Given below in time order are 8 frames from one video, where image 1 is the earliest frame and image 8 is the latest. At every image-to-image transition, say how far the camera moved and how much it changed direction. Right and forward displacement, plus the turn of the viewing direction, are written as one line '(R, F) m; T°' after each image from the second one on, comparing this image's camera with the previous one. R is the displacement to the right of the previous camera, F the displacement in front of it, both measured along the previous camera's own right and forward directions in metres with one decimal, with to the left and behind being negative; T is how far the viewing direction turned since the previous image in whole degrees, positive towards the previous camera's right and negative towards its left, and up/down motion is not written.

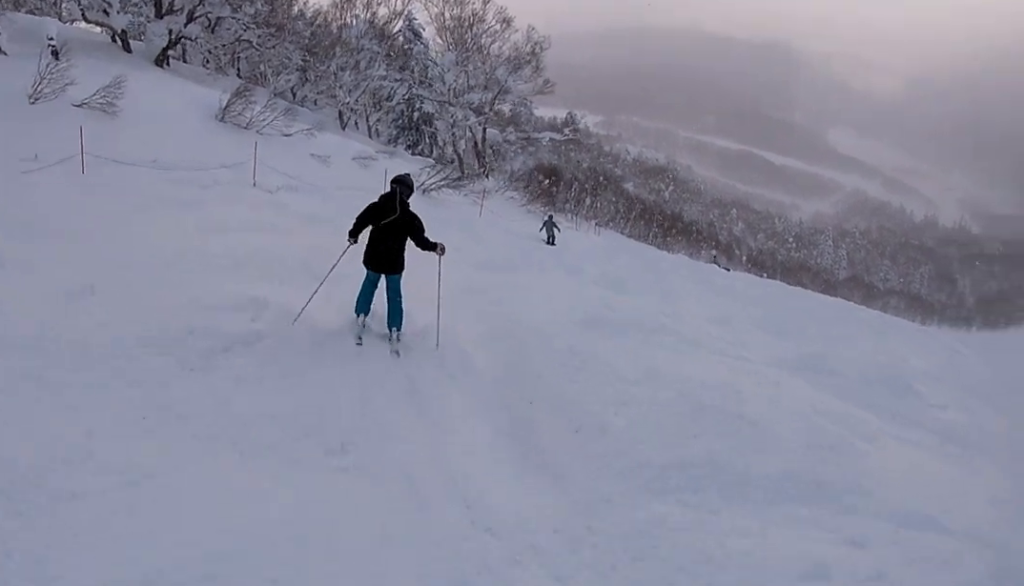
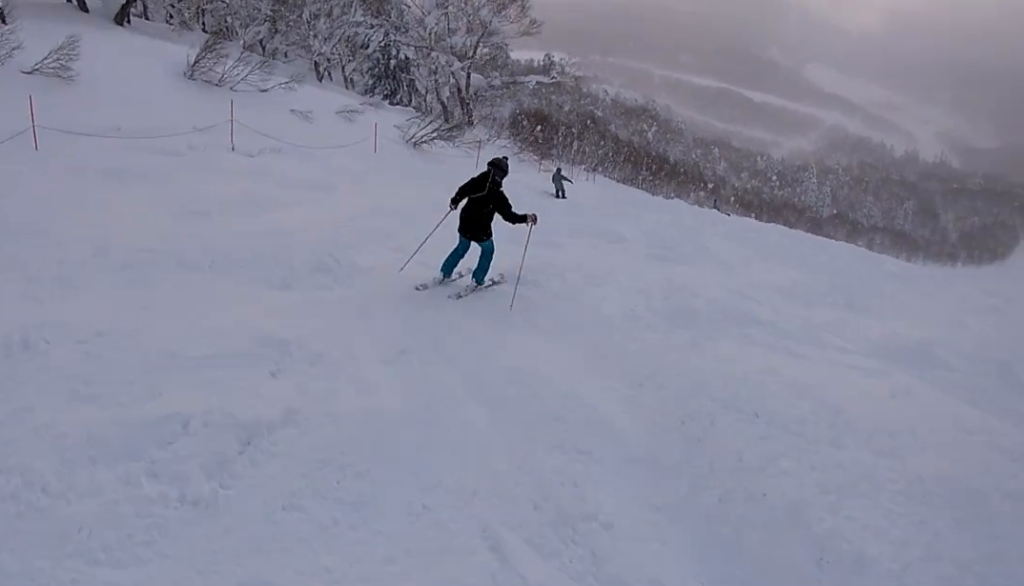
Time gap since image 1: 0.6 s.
(0.0, +2.2) m; +17°
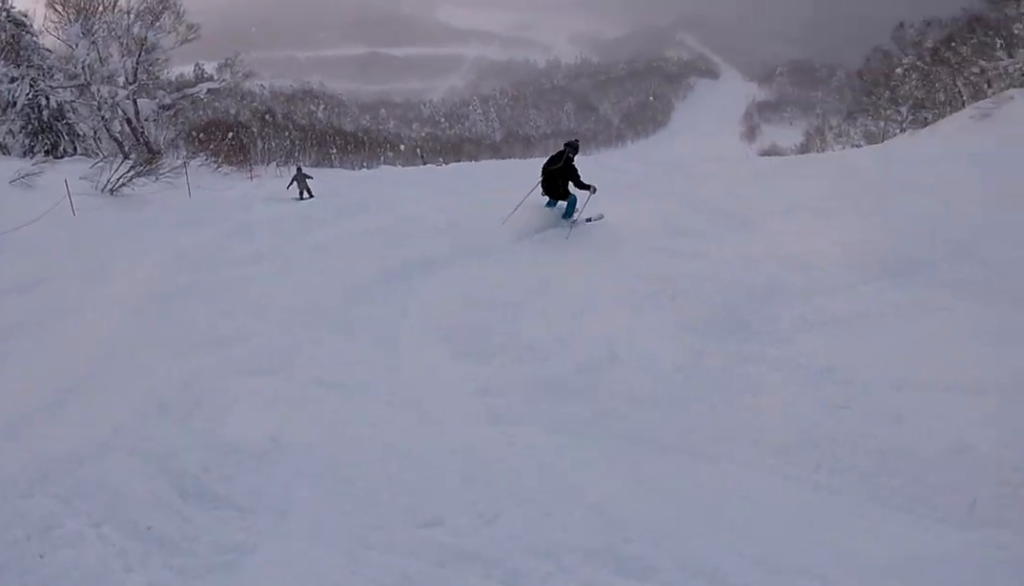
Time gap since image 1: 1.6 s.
(+1.8, +3.9) m; +49°
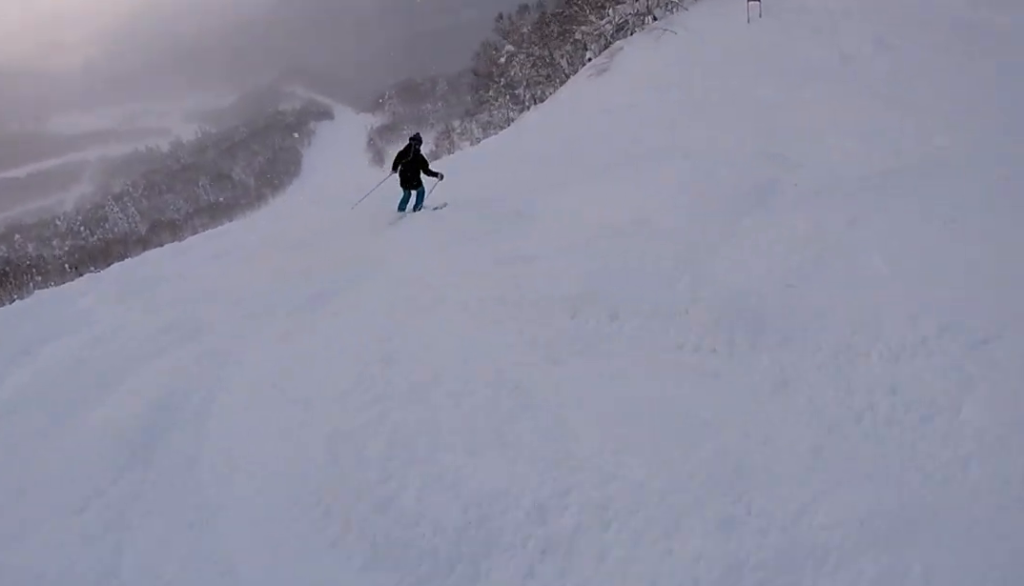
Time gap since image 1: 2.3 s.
(+0.9, +3.1) m; +23°
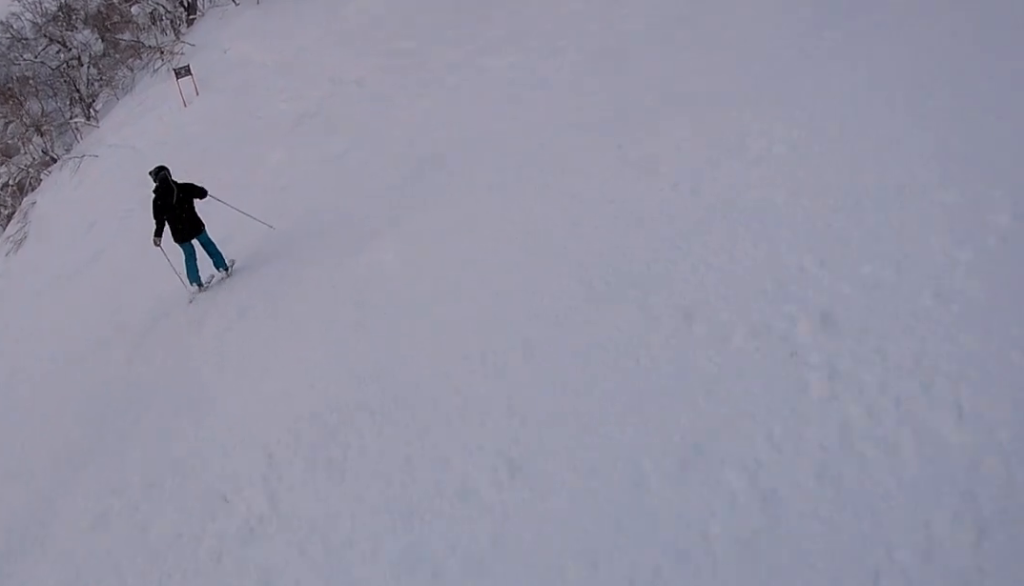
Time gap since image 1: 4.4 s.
(+4.2, +9.8) m; +39°
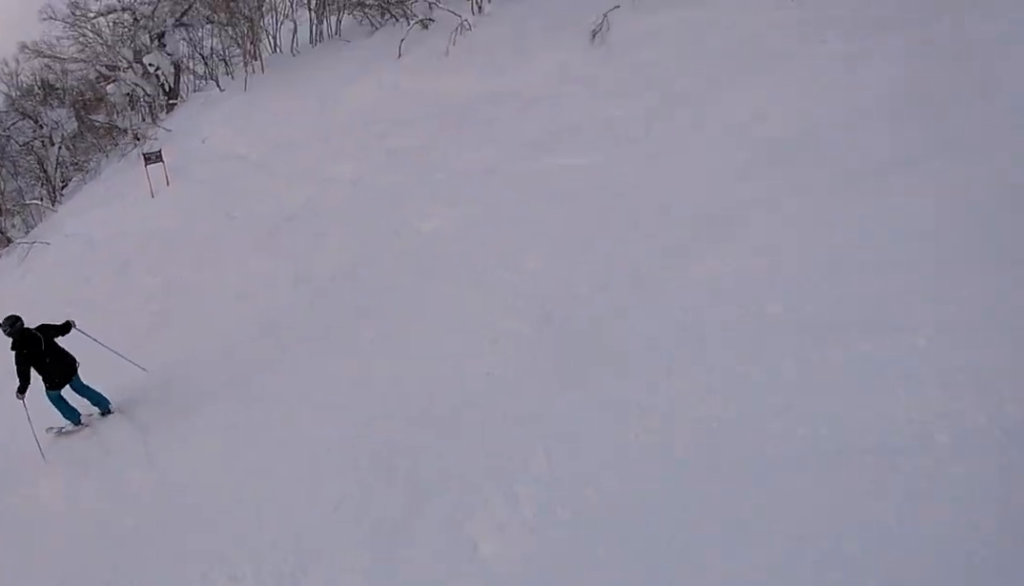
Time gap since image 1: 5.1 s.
(+0.2, +4.0) m; -6°
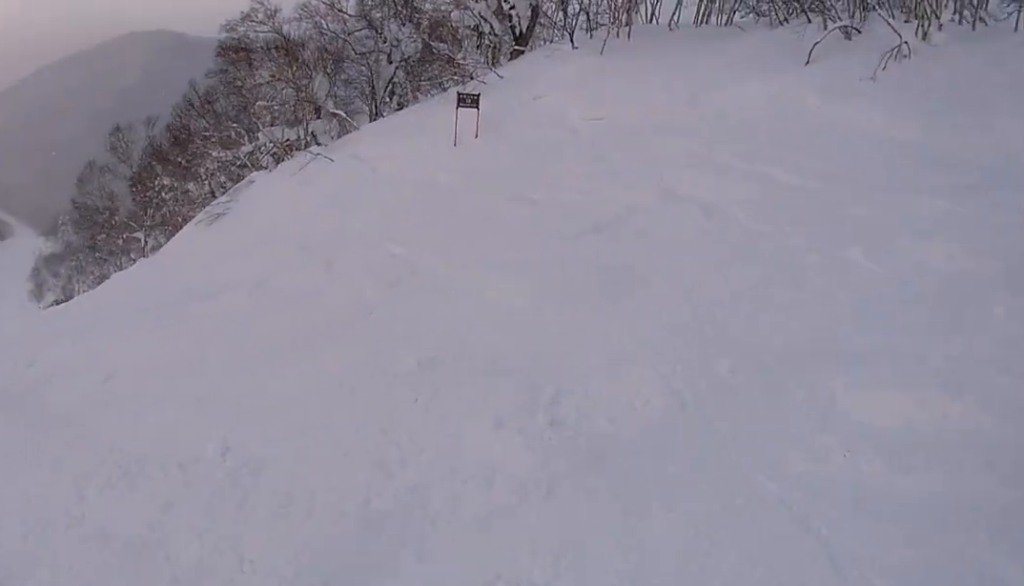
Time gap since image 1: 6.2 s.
(-0.8, +4.6) m; -12°
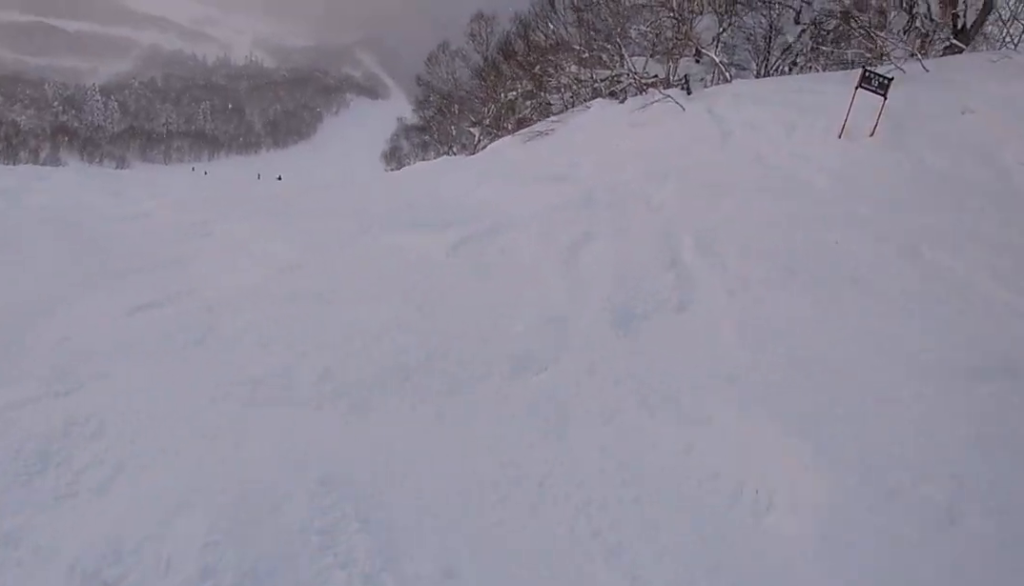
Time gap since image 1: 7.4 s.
(+0.1, +4.4) m; -42°
